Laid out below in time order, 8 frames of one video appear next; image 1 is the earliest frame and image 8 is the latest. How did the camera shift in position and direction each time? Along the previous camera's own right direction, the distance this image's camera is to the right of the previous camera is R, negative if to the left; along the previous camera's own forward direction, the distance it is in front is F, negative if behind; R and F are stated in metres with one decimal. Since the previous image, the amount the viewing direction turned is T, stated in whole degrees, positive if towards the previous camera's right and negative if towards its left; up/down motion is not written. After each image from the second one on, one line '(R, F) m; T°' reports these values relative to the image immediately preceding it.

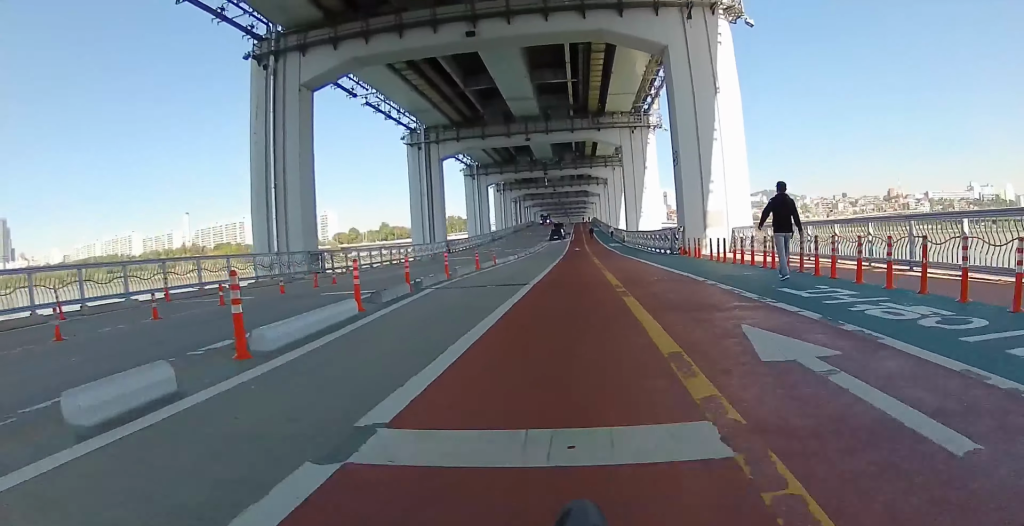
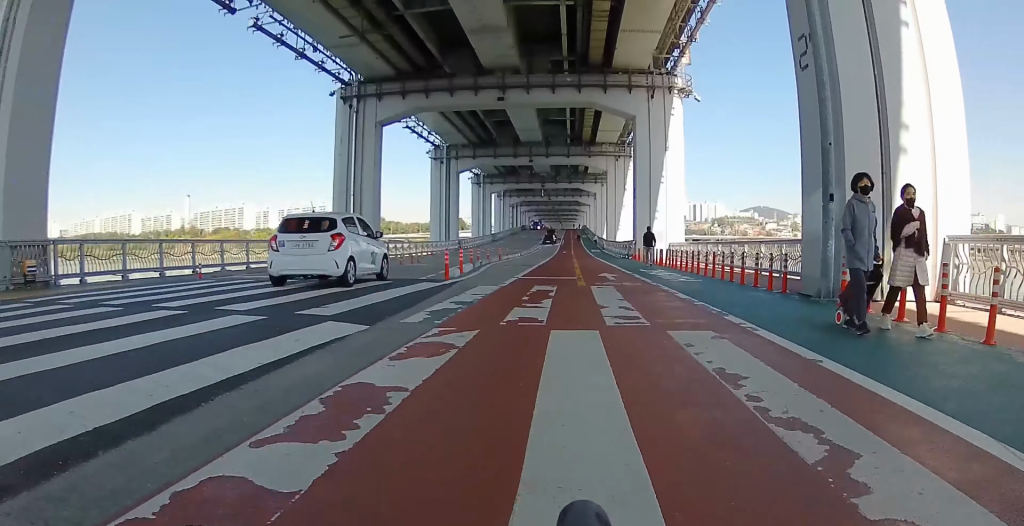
(0.0, +14.3) m; -3°
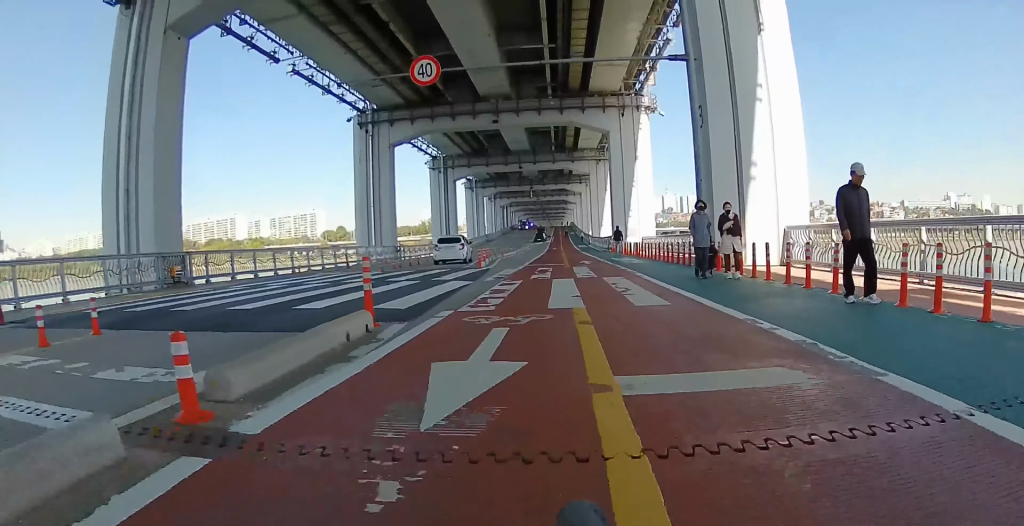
(-0.2, +8.4) m; 0°
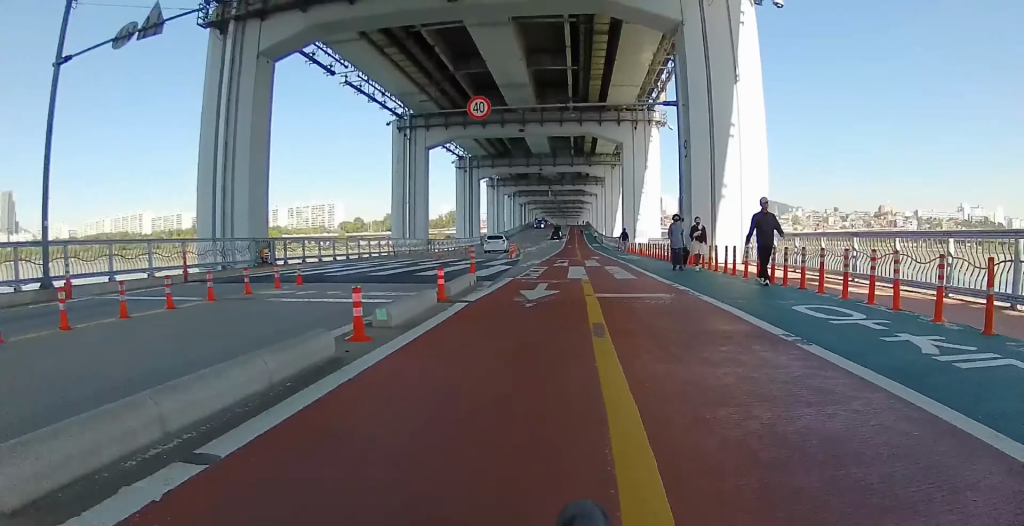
(+0.2, +6.1) m; +1°
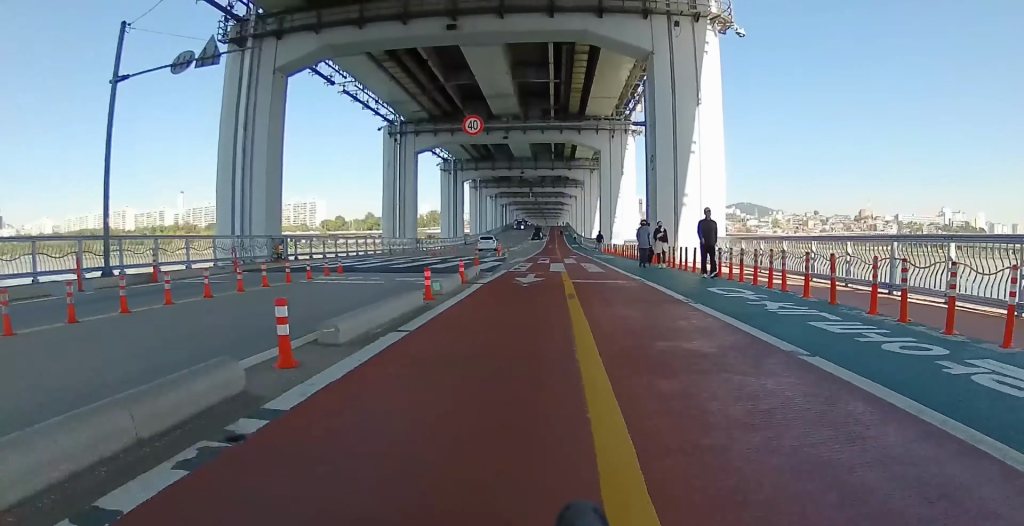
(+0.1, +3.7) m; +1°
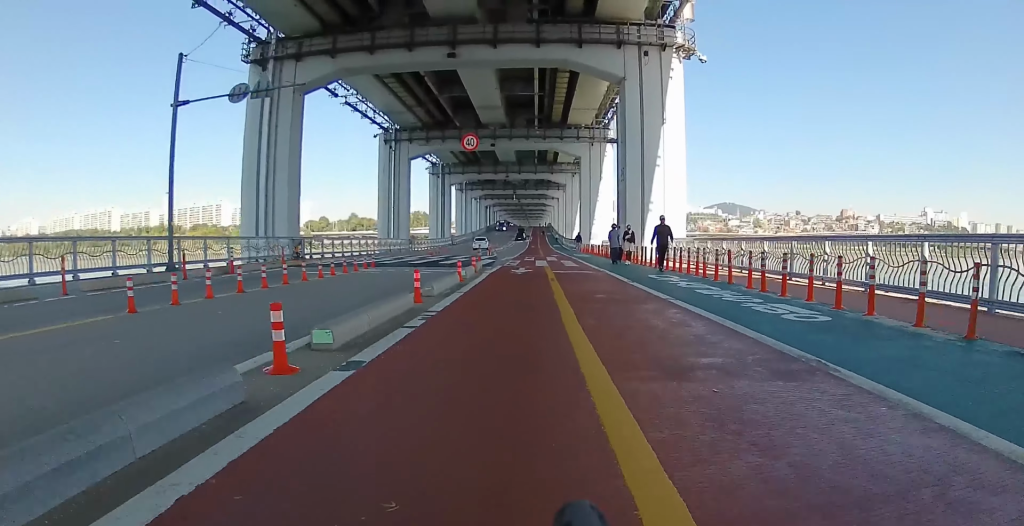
(-0.1, +4.7) m; 0°
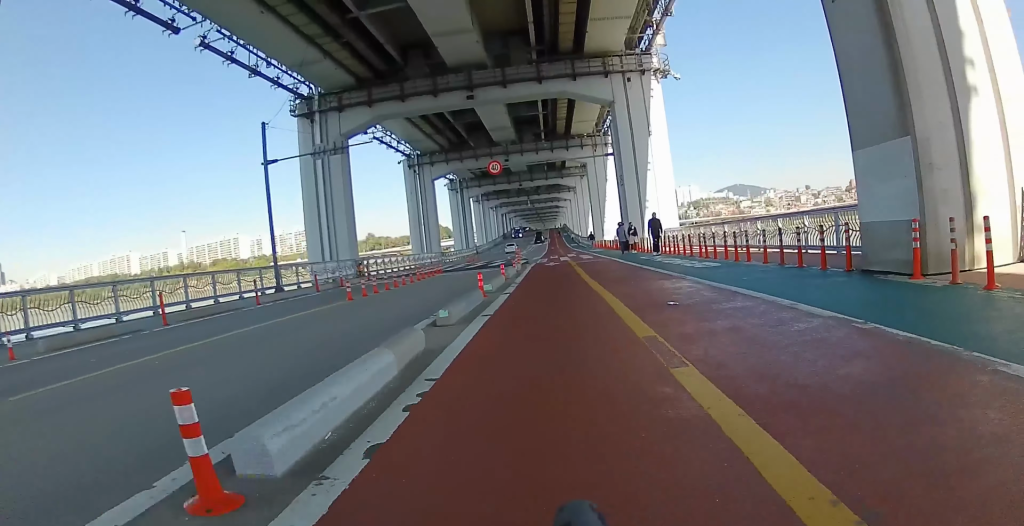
(0.0, +7.1) m; +1°
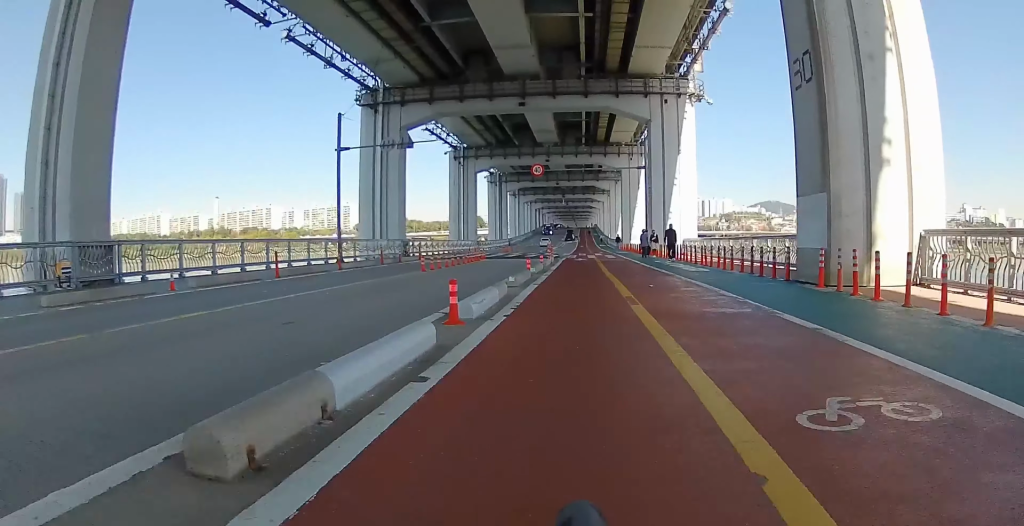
(+0.1, +4.4) m; +1°
